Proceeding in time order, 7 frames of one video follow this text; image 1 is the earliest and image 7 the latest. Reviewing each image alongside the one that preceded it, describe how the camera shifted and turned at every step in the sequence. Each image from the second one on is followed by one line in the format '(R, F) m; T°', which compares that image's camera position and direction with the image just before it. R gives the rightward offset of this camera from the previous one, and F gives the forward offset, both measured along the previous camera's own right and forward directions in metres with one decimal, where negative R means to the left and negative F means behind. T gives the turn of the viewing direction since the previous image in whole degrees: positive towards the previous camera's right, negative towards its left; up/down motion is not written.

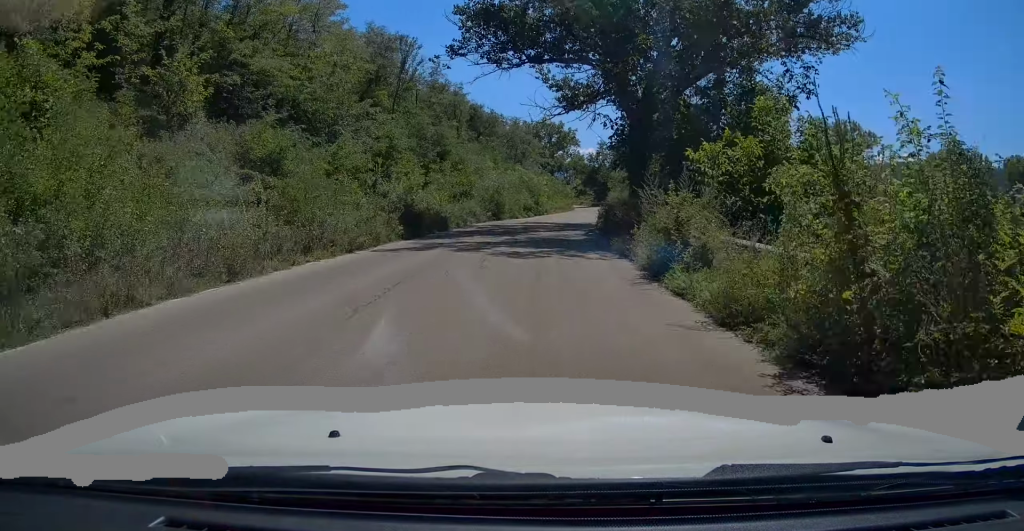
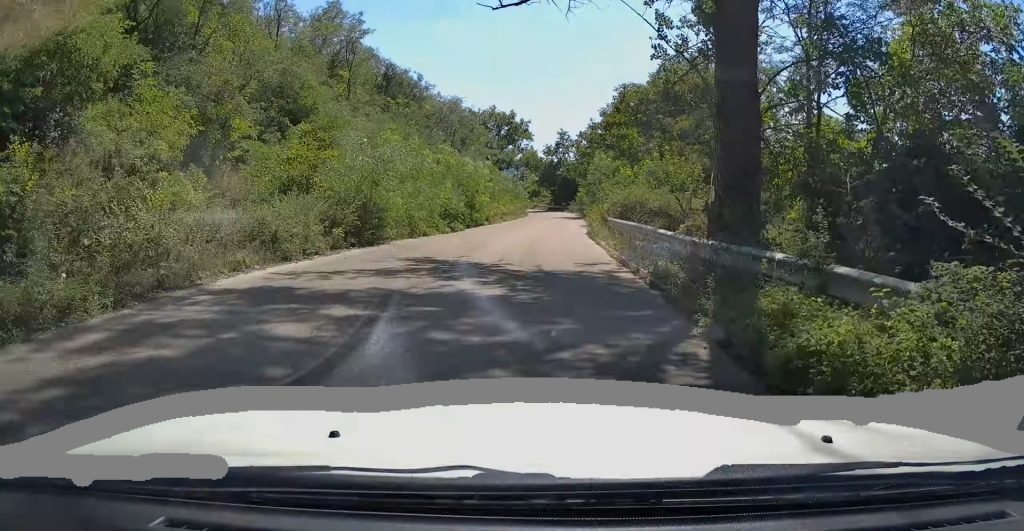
(+1.0, +22.1) m; +5°
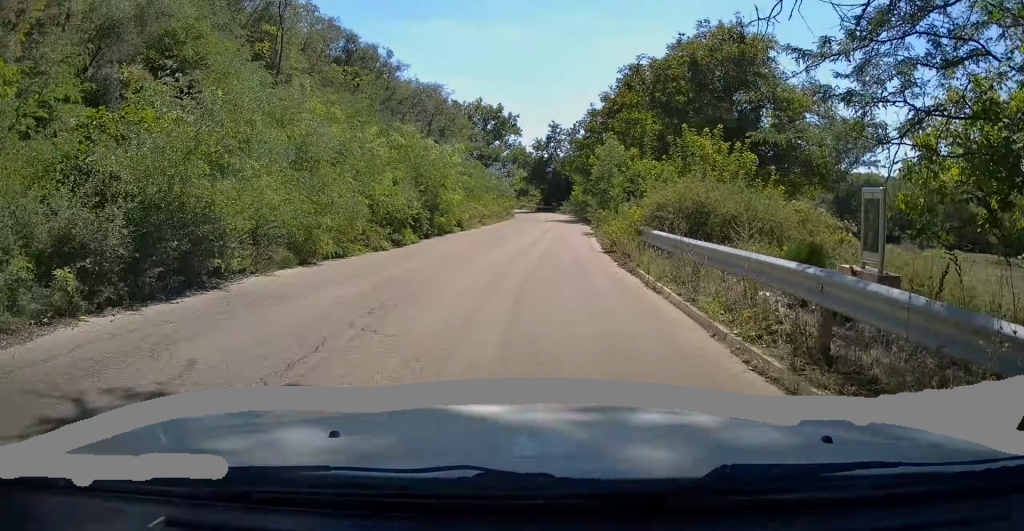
(+0.2, +9.3) m; +1°
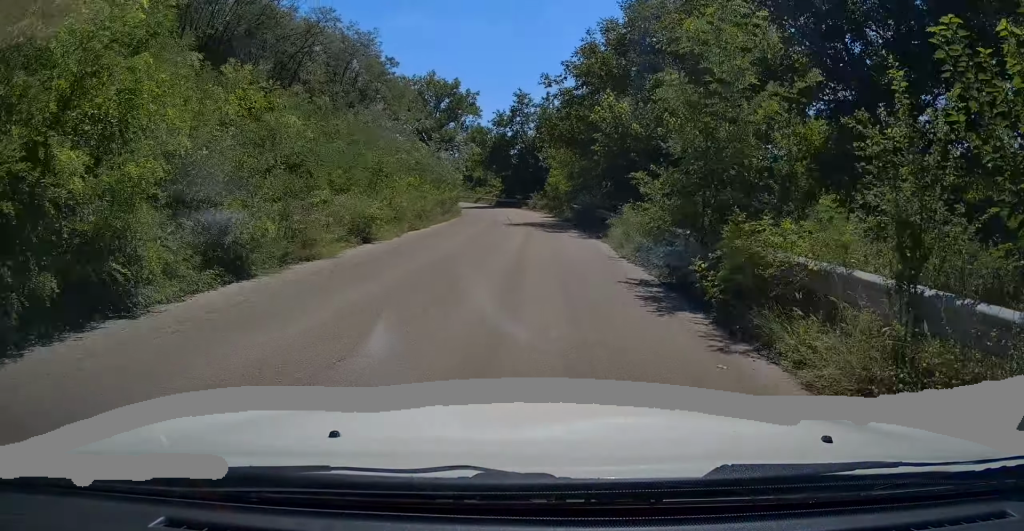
(+0.5, +19.6) m; +2°
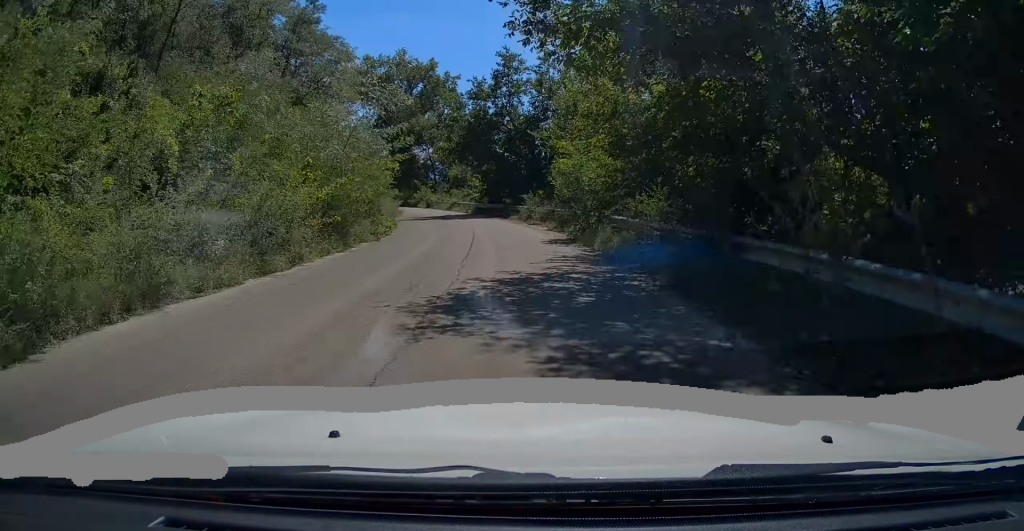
(+0.3, +19.7) m; 0°
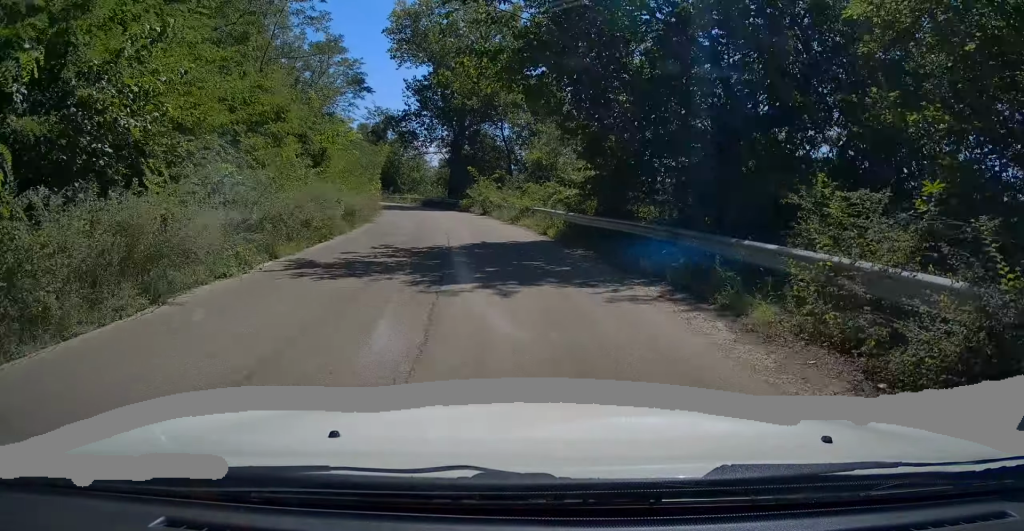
(-1.5, +28.0) m; -8°
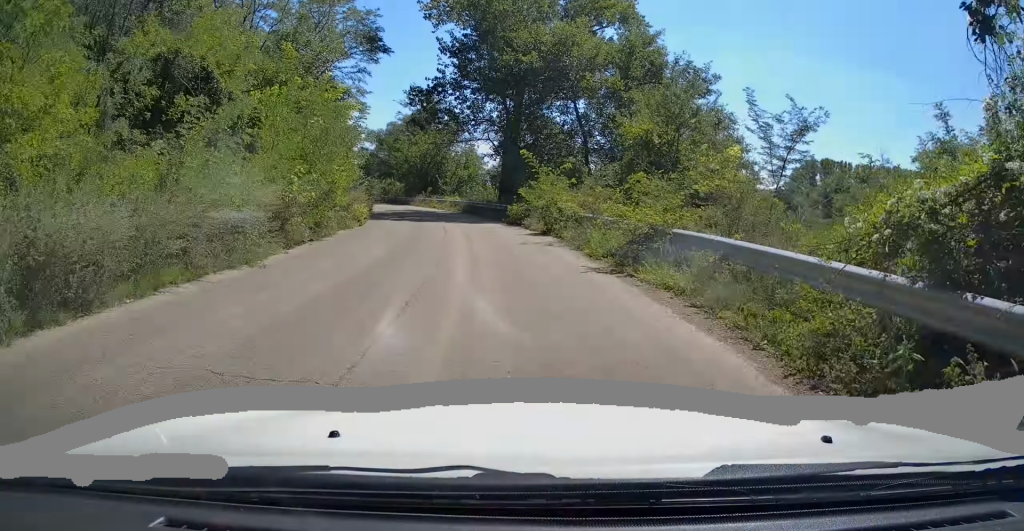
(-0.8, +16.4) m; -6°
